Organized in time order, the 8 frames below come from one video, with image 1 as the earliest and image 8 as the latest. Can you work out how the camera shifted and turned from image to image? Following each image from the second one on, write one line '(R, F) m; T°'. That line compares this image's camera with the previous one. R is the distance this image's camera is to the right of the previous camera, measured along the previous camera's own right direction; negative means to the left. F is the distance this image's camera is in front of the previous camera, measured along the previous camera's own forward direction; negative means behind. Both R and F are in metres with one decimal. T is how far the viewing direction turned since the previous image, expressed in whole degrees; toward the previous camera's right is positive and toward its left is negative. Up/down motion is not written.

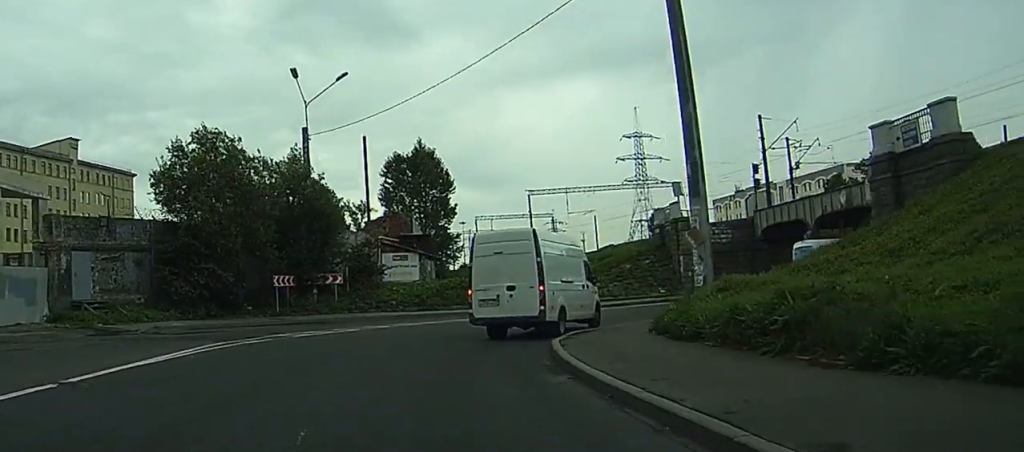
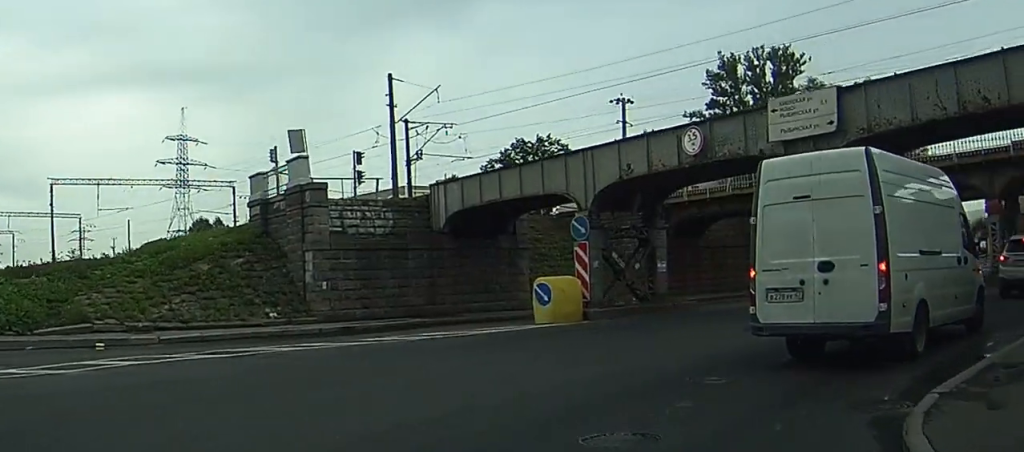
(+4.7, +28.9) m; +23°
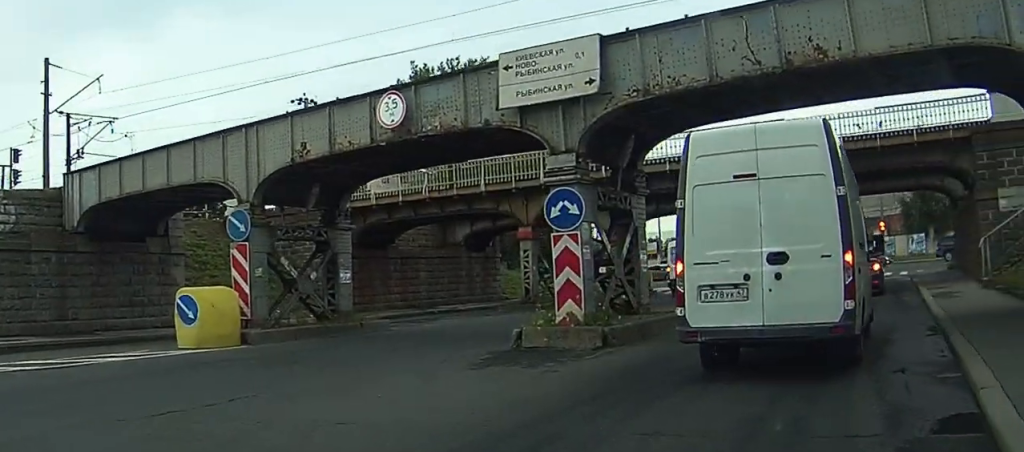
(+0.4, +6.9) m; +11°
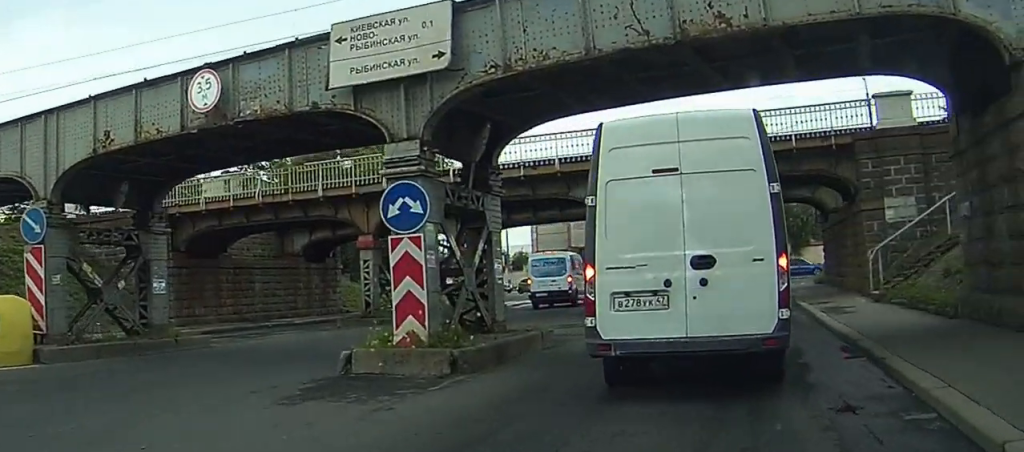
(+0.1, +3.2) m; +11°
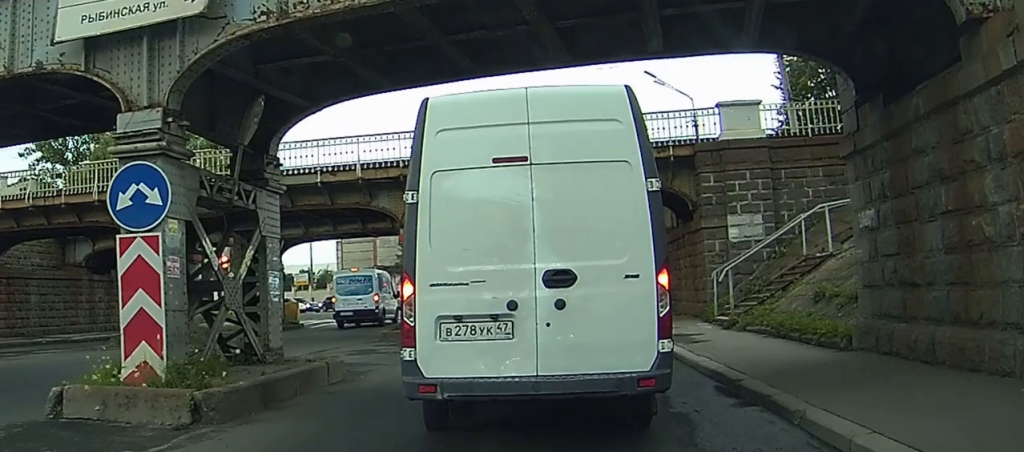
(+0.9, +3.6) m; +23°
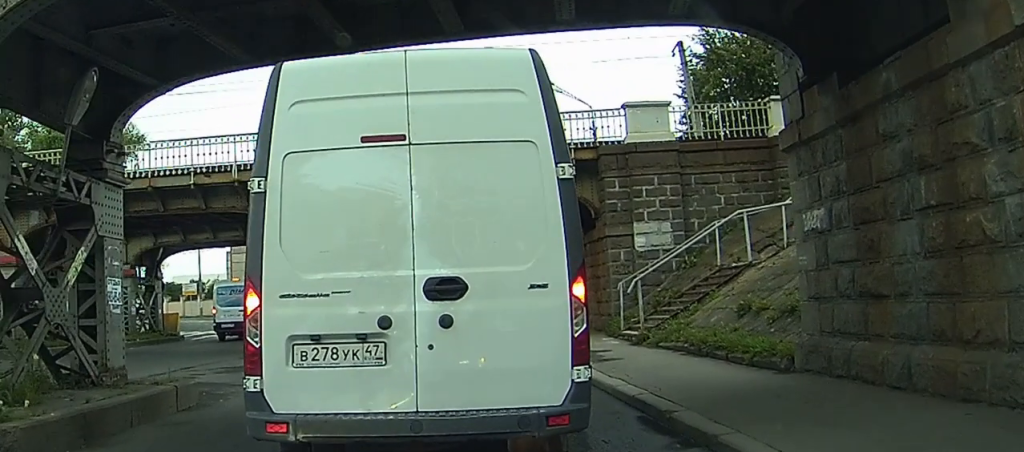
(+0.5, +2.2) m; +11°
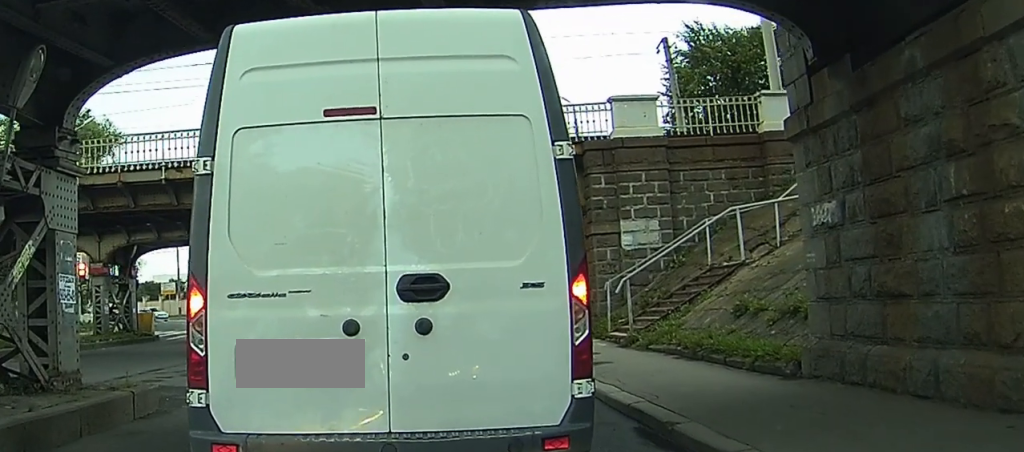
(0.0, +1.2) m; +3°
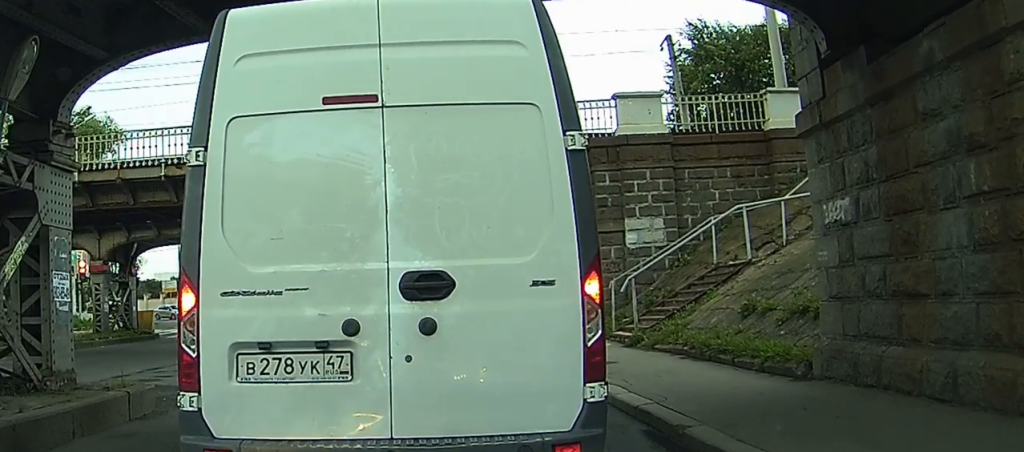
(0.0, +0.7) m; 0°
